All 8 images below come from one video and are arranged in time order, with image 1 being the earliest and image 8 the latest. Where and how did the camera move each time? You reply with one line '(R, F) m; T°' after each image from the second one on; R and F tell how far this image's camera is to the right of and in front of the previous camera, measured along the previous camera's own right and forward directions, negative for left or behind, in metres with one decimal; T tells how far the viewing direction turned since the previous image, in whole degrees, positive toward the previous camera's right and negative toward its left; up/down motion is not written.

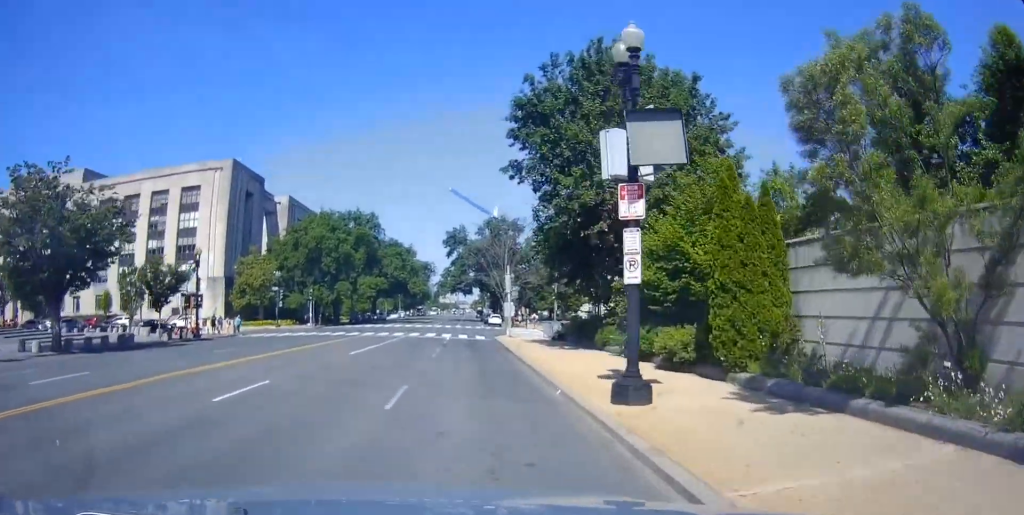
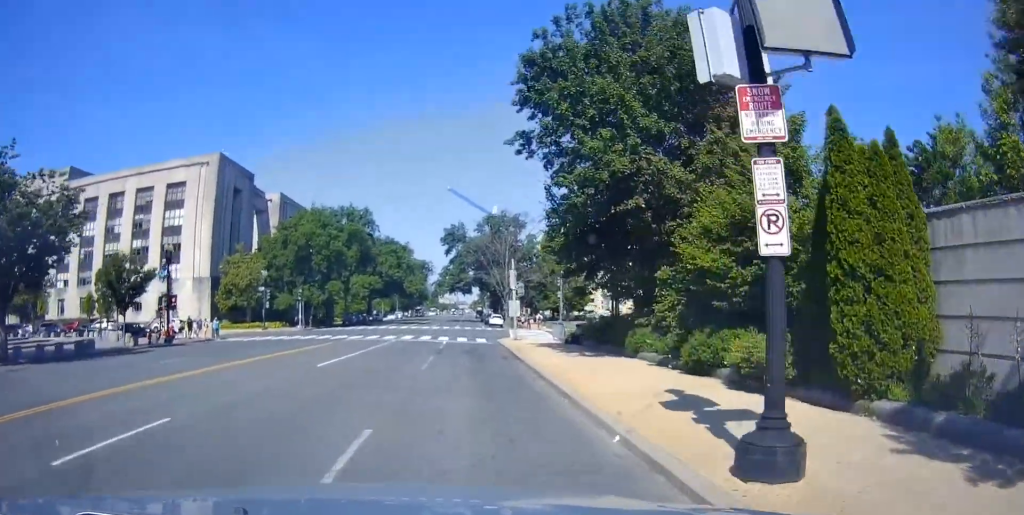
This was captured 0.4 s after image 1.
(0.0, +4.7) m; 0°
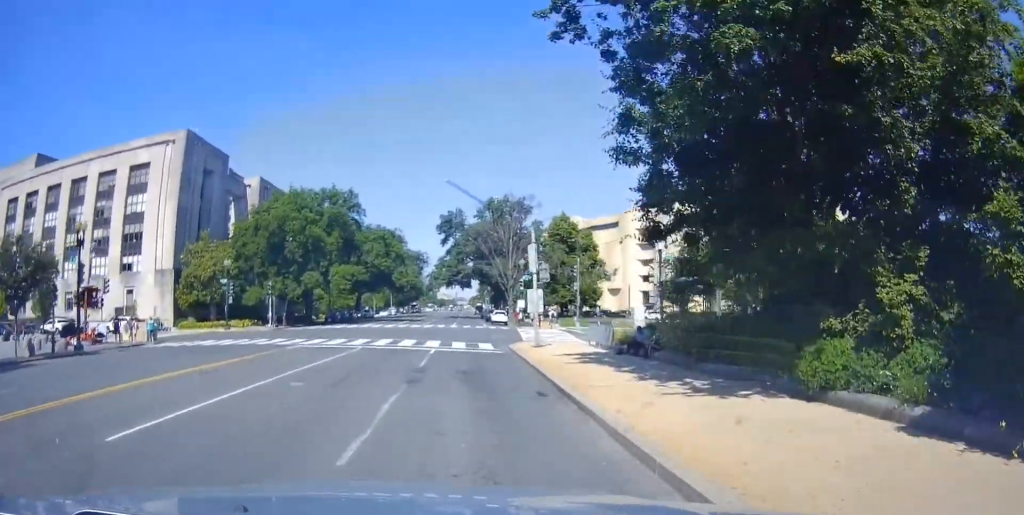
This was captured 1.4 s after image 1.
(+0.1, +10.9) m; +2°
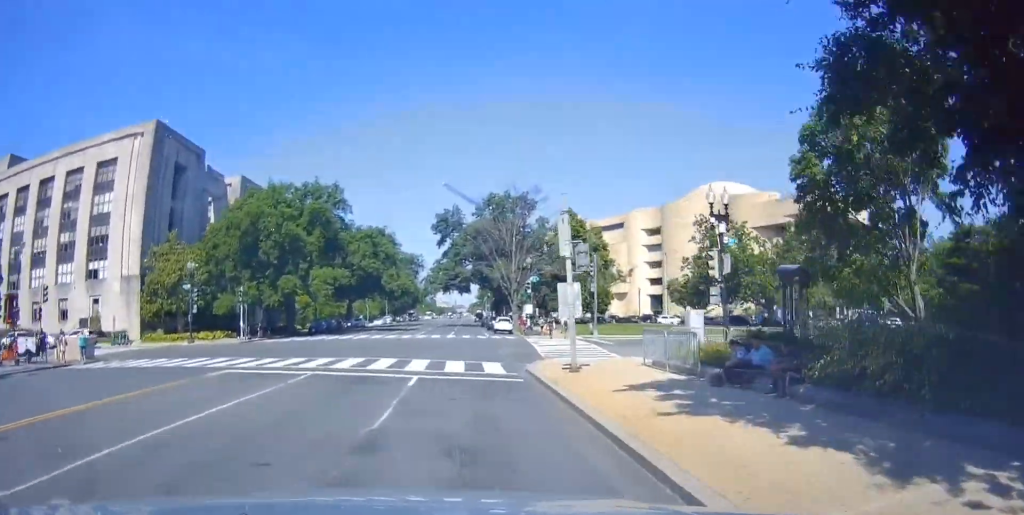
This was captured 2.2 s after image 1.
(+0.2, +8.1) m; +1°
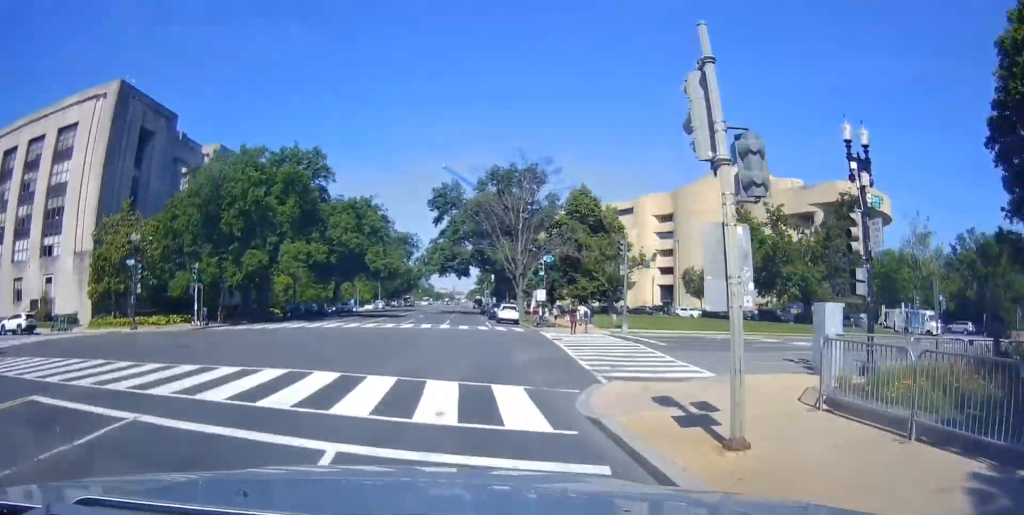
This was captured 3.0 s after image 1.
(0.0, +9.5) m; 0°
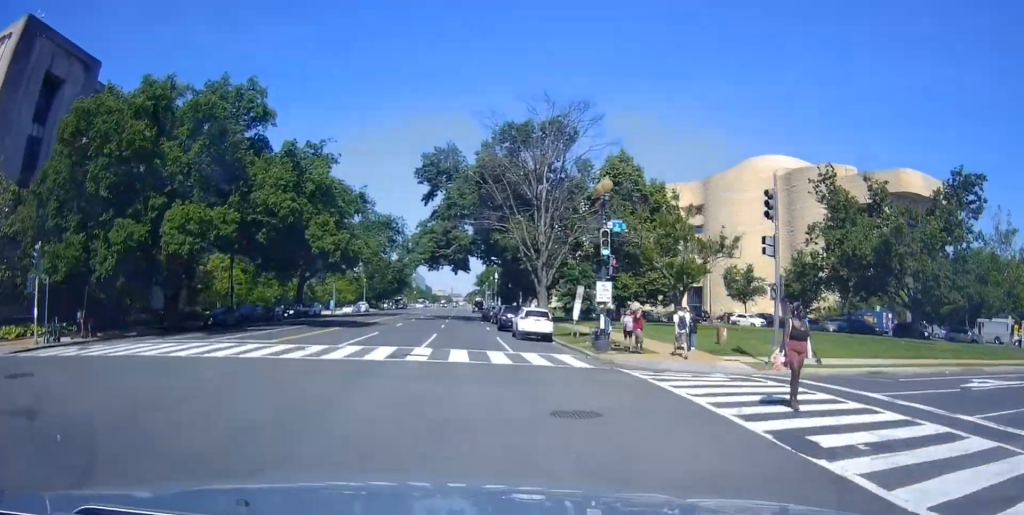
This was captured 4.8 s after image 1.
(0.0, +19.8) m; 0°
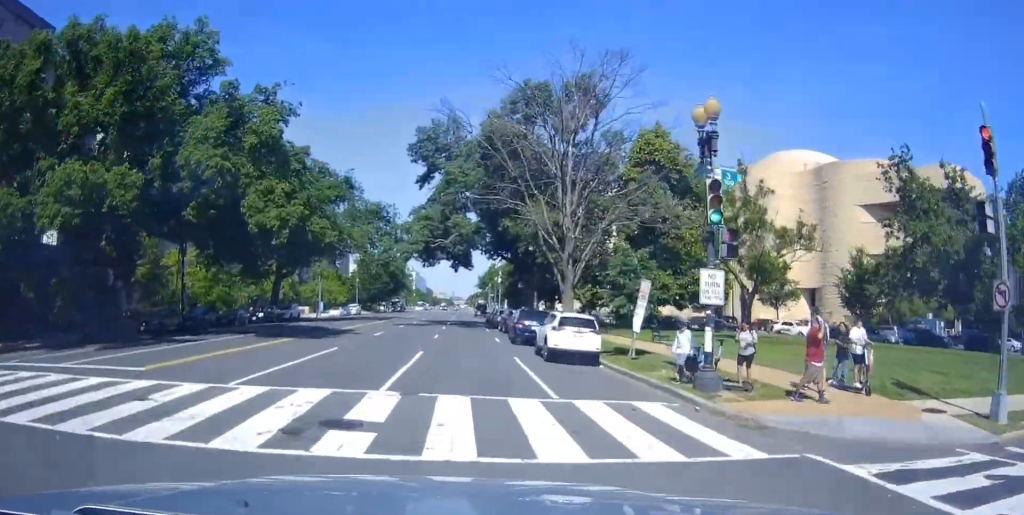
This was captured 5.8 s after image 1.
(0.0, +10.6) m; 0°
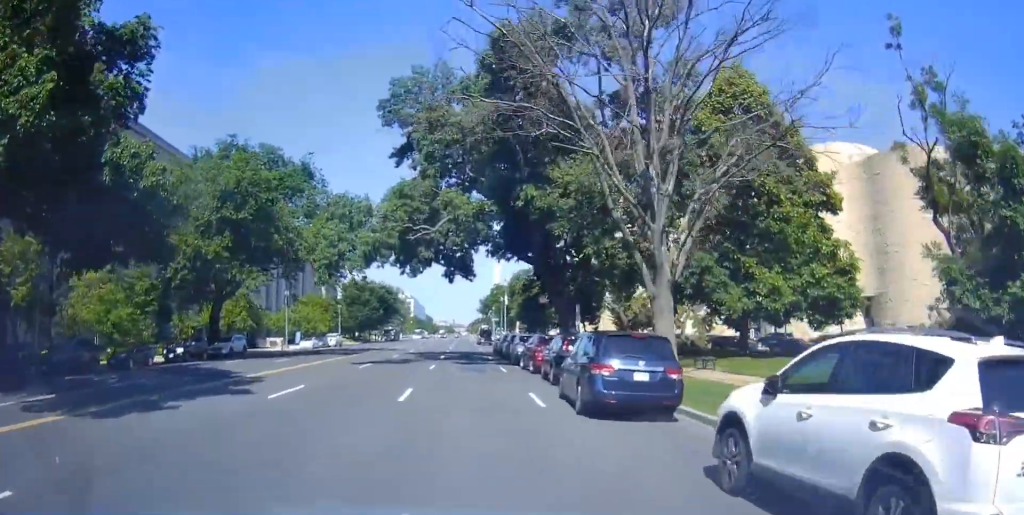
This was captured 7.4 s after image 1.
(0.0, +16.9) m; 0°
